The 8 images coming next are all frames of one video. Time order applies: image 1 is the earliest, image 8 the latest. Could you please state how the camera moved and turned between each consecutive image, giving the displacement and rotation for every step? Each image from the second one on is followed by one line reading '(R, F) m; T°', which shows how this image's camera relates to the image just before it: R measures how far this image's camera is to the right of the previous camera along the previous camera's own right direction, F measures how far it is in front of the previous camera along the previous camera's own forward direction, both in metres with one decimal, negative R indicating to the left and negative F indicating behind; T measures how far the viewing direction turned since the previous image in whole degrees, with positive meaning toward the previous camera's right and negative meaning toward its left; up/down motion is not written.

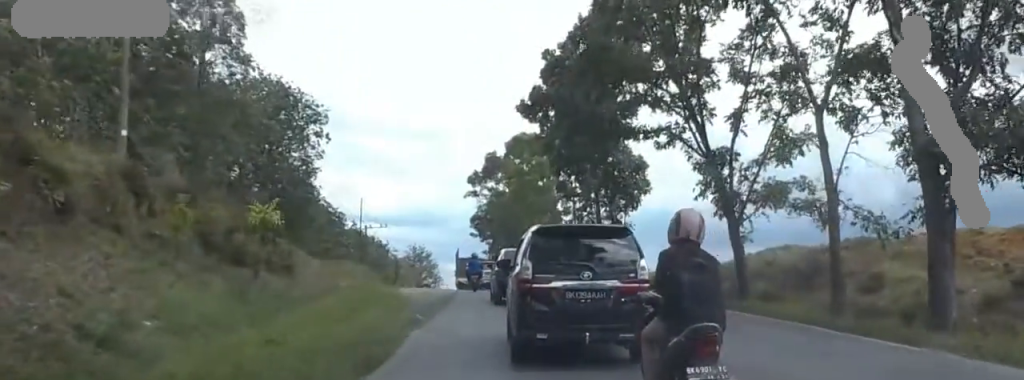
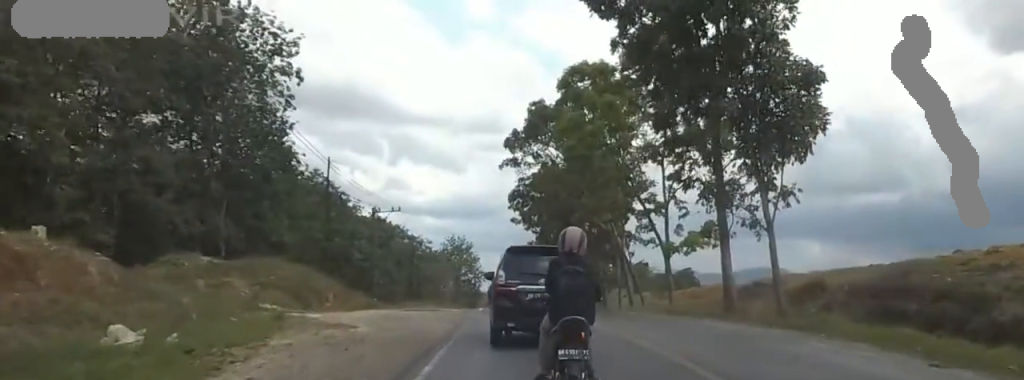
(-5.3, +31.4) m; -19°
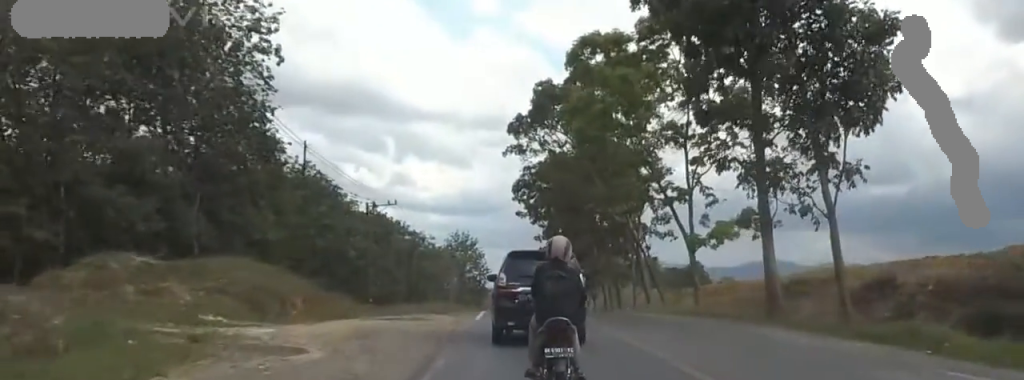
(+0.2, +5.5) m; -10°
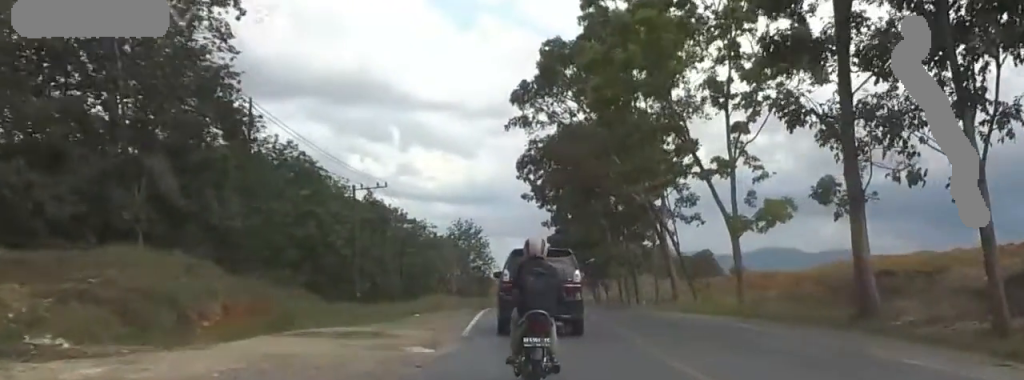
(-1.6, +7.3) m; -11°
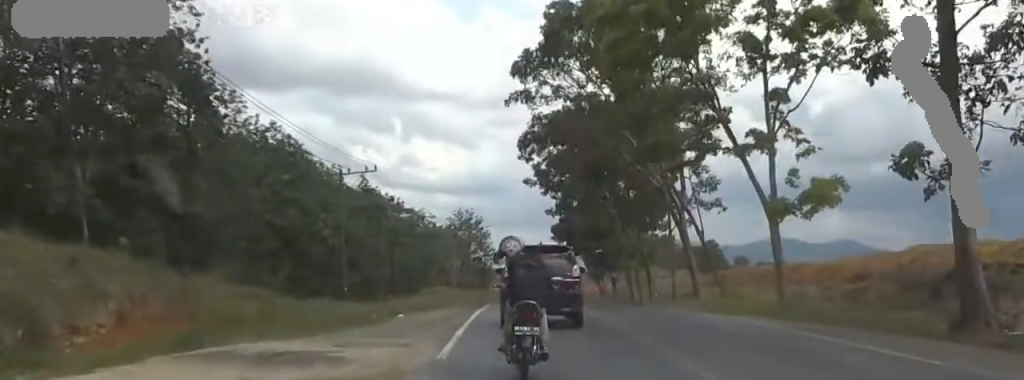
(-0.2, +5.0) m; -6°
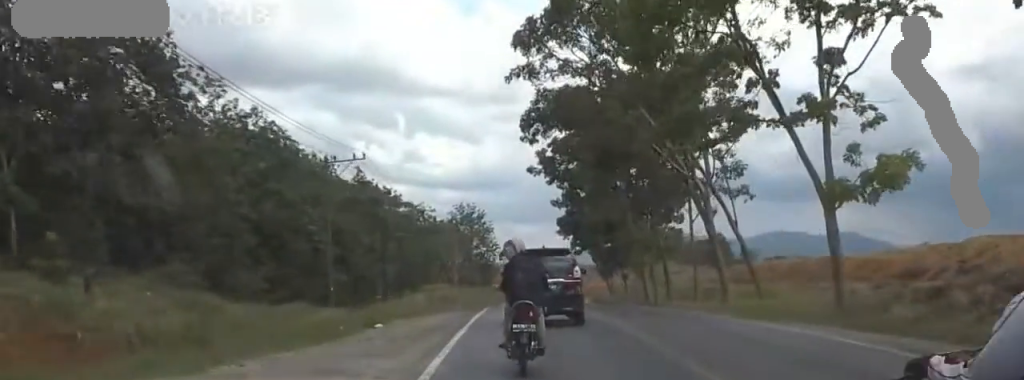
(+0.3, +5.0) m; -5°
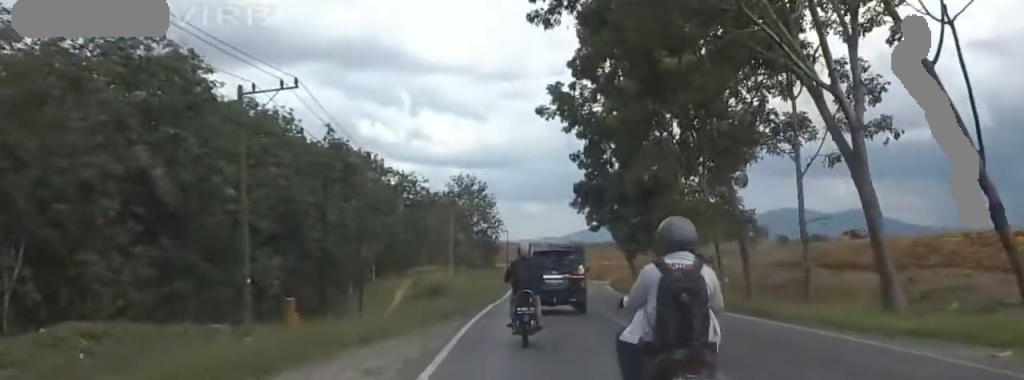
(-4.1, +16.3) m; -24°
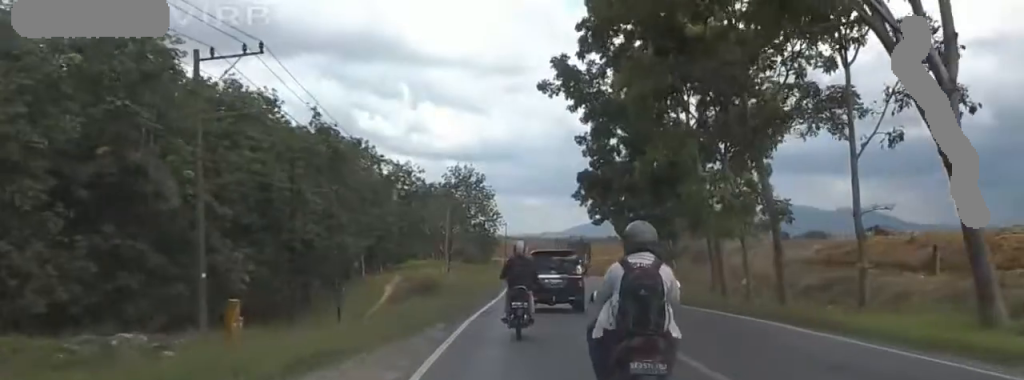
(0.0, +4.8) m; -5°
